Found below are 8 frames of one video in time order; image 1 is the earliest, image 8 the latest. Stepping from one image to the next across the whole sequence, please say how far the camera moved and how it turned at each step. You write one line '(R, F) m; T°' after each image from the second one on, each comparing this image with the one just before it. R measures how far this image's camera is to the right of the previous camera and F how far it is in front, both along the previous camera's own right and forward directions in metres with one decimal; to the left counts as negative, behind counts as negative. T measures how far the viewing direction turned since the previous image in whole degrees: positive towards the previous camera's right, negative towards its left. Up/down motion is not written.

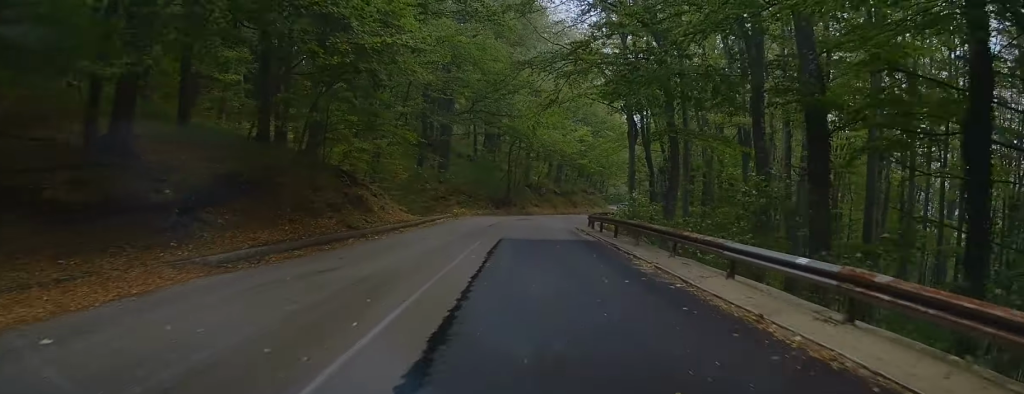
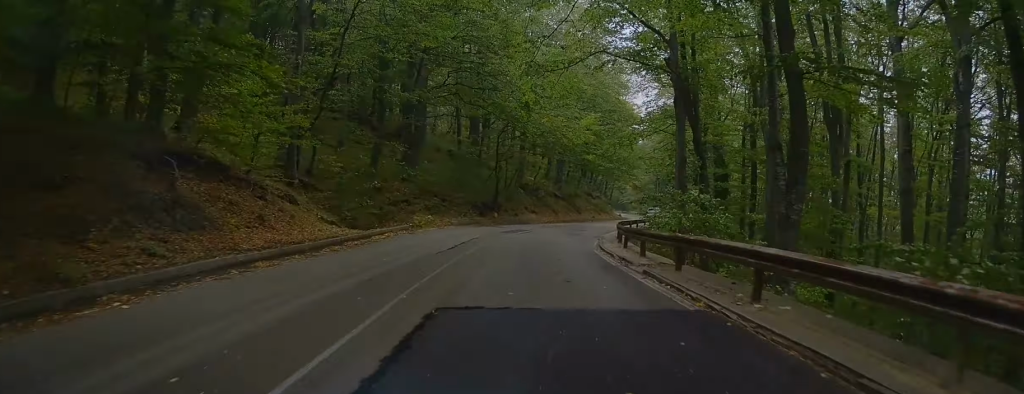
(+0.2, +13.9) m; +1°
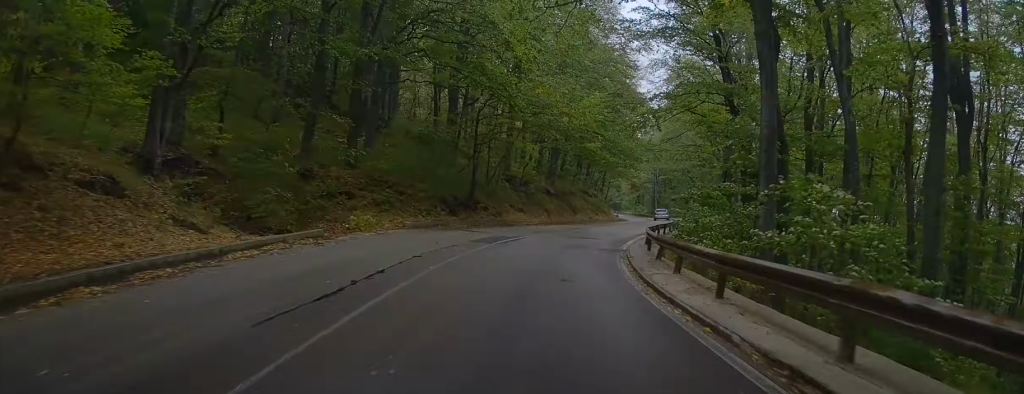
(+0.2, +10.8) m; +1°
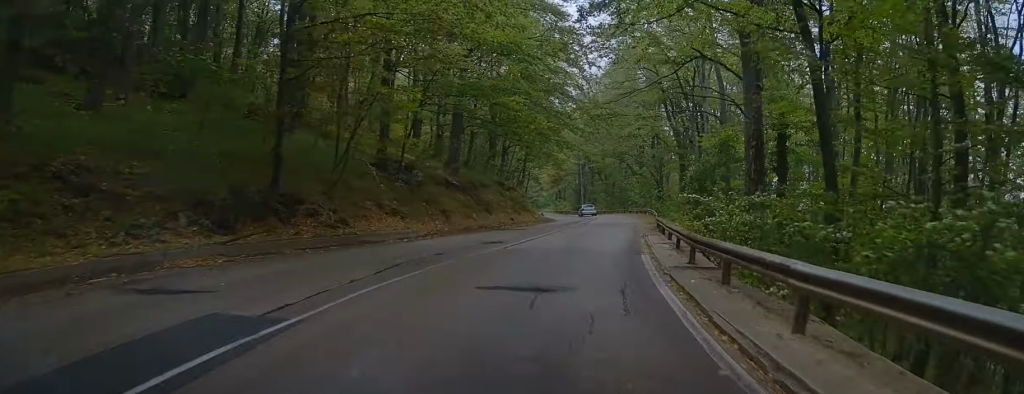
(+0.4, +19.8) m; +4°
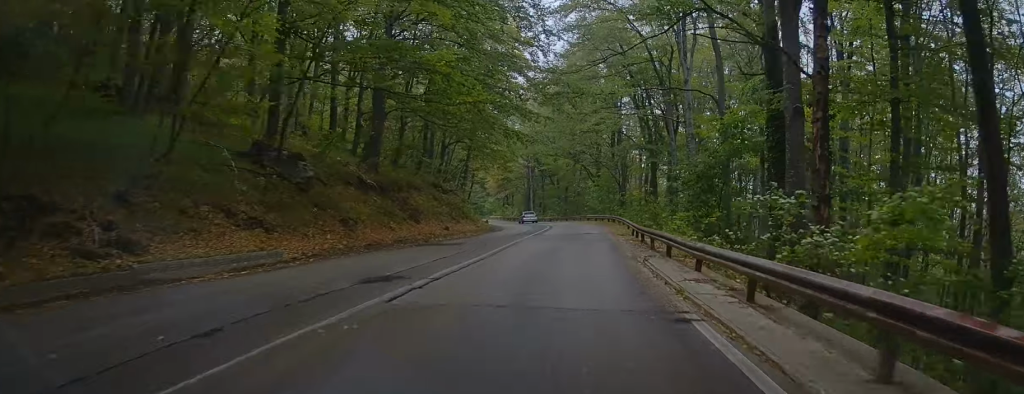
(+0.1, +9.7) m; +3°
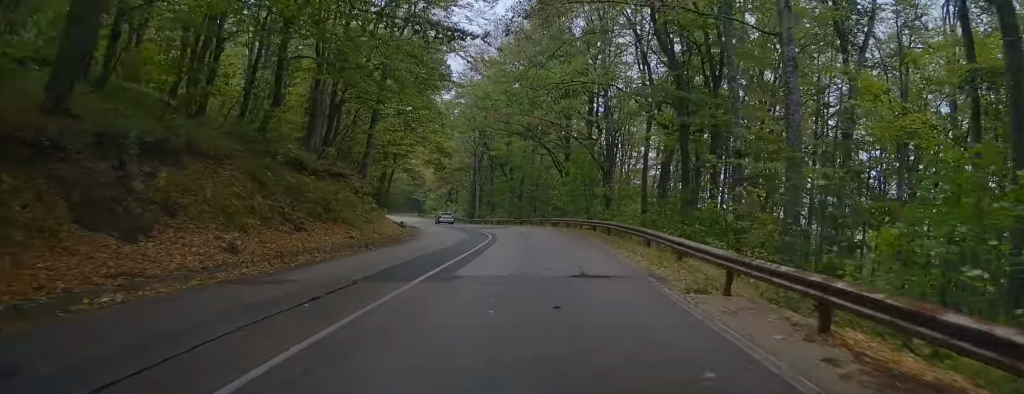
(+1.1, +22.1) m; +4°
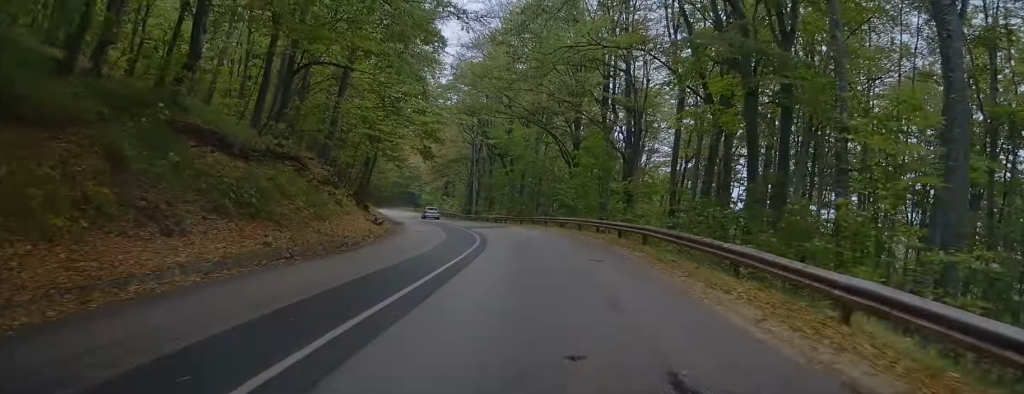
(0.0, +7.8) m; +1°
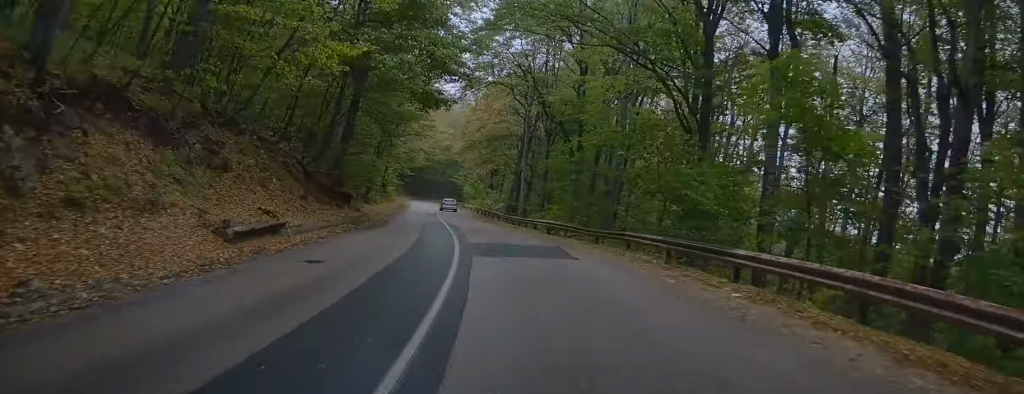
(-0.2, +21.9) m; -3°
